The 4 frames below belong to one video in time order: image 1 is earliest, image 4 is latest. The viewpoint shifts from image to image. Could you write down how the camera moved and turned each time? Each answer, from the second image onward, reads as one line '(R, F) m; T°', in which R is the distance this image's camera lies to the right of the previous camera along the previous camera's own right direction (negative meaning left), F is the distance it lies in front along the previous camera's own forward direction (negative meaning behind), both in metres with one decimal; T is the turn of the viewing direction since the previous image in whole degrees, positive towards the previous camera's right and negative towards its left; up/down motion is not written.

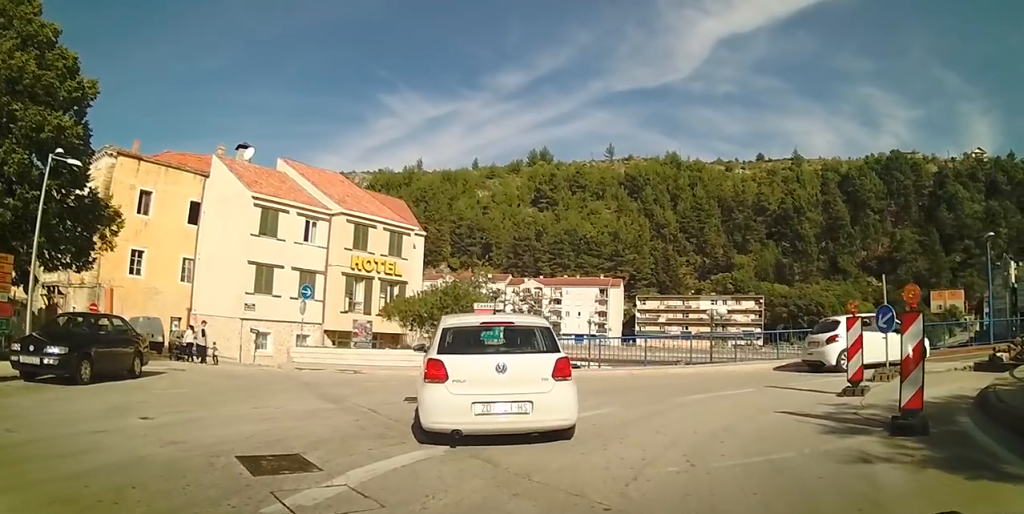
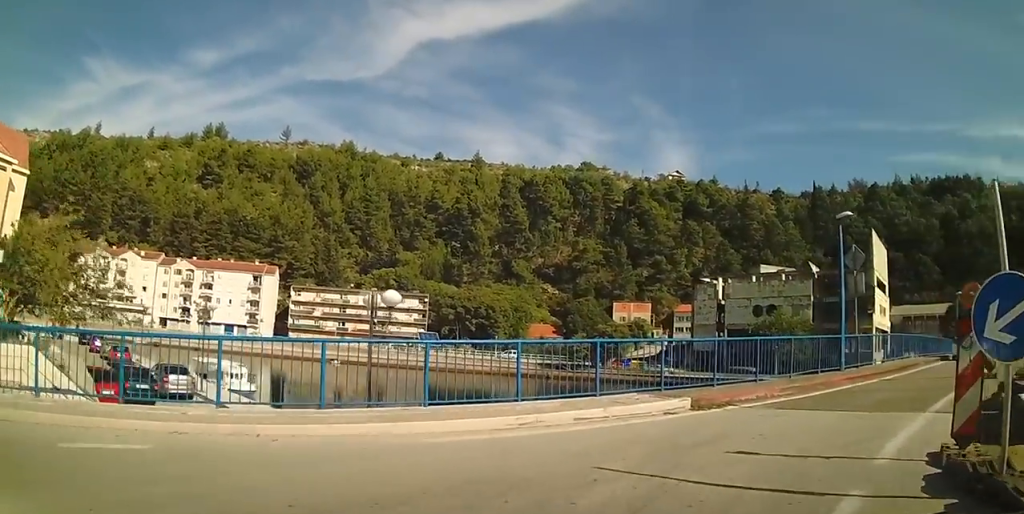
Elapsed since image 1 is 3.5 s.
(+2.4, +8.6) m; +33°
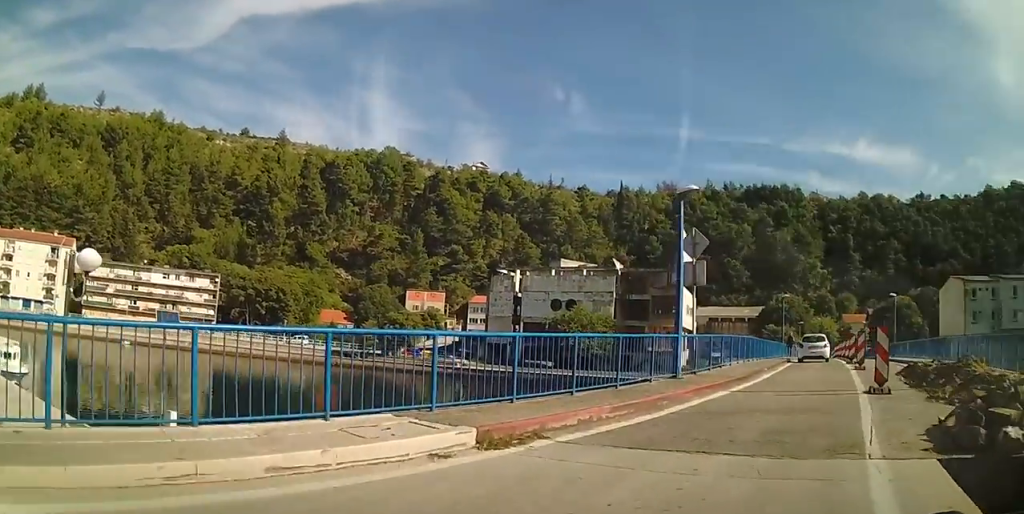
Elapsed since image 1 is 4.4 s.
(+0.6, +3.9) m; +20°
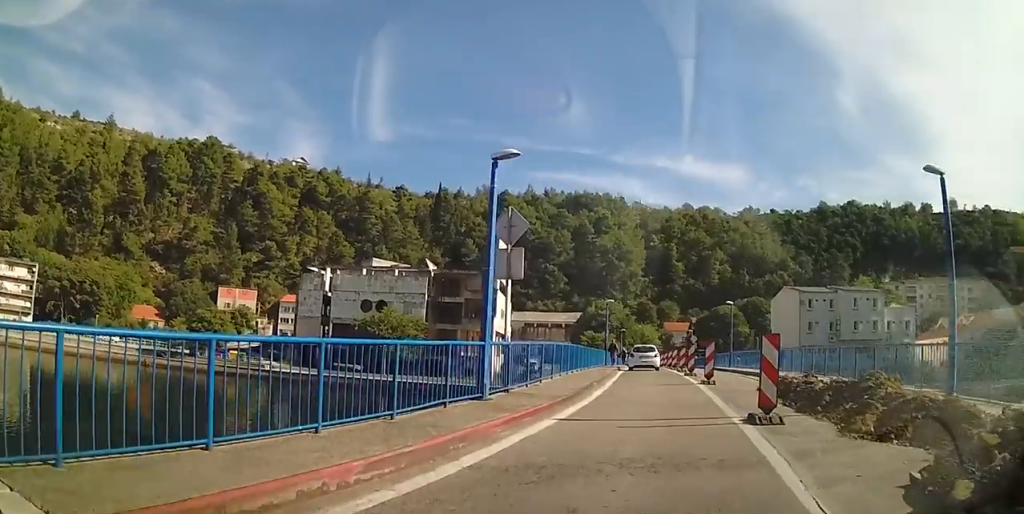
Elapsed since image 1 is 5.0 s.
(+0.4, +3.6) m; +16°
